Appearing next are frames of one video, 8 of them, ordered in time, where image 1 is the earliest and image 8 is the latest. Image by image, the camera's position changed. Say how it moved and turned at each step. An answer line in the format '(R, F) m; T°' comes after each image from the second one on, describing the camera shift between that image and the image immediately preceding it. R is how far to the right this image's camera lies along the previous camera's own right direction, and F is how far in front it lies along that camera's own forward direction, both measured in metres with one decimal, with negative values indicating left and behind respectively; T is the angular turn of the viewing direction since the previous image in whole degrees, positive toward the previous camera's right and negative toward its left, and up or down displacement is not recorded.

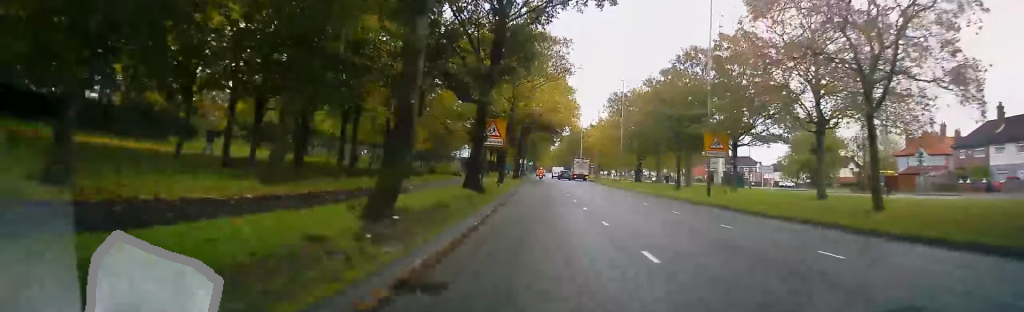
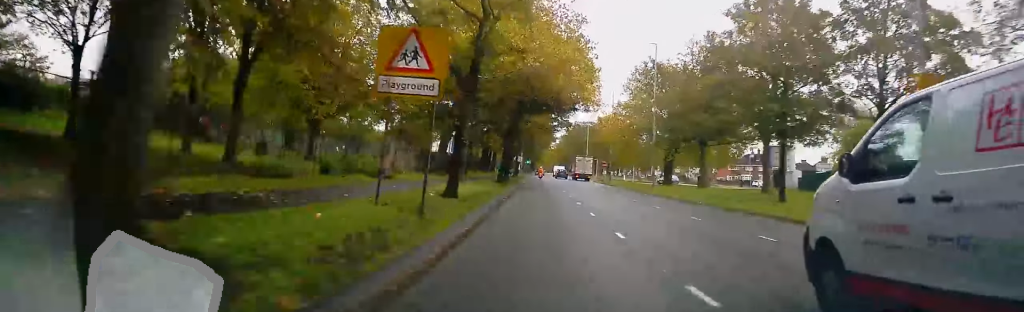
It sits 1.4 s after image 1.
(+0.3, +20.2) m; +1°
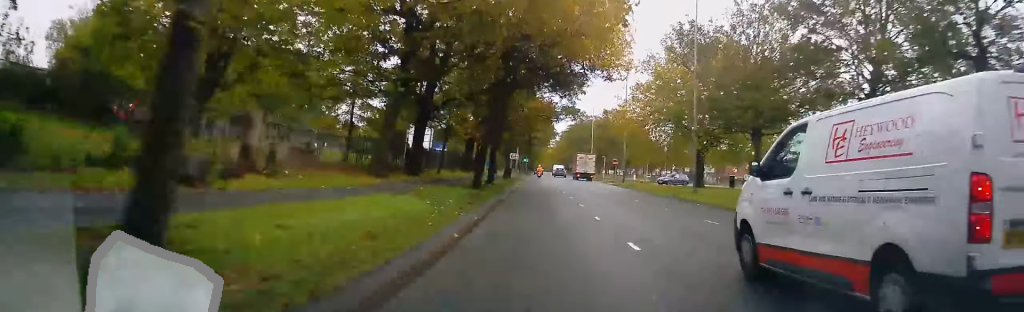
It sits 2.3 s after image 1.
(-0.3, +13.7) m; +1°
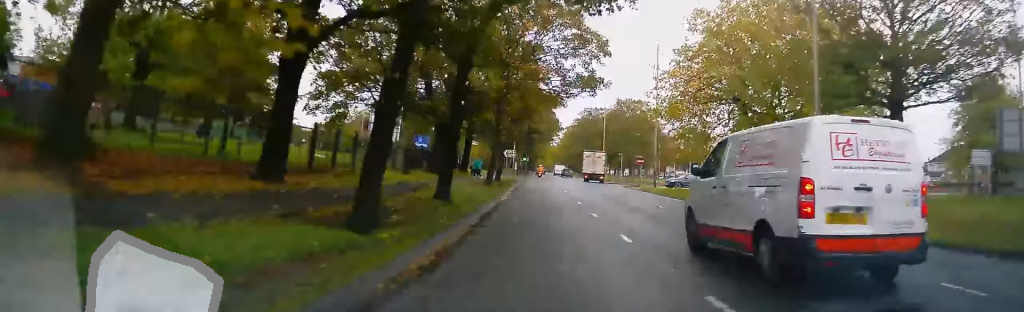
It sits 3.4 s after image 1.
(+0.5, +17.0) m; 0°
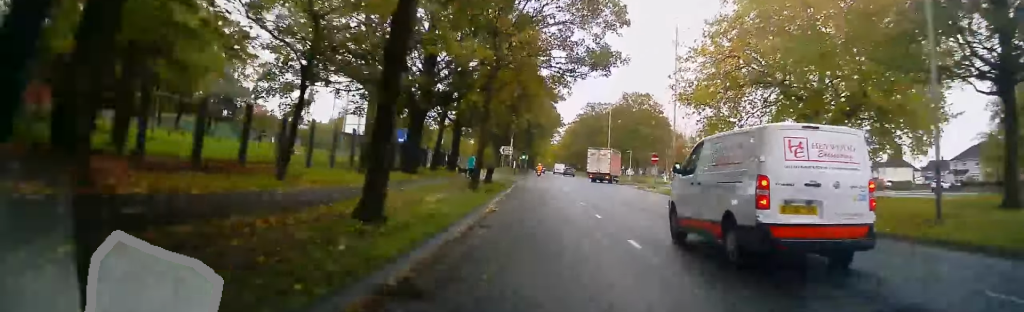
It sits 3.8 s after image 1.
(-0.2, +7.1) m; 0°
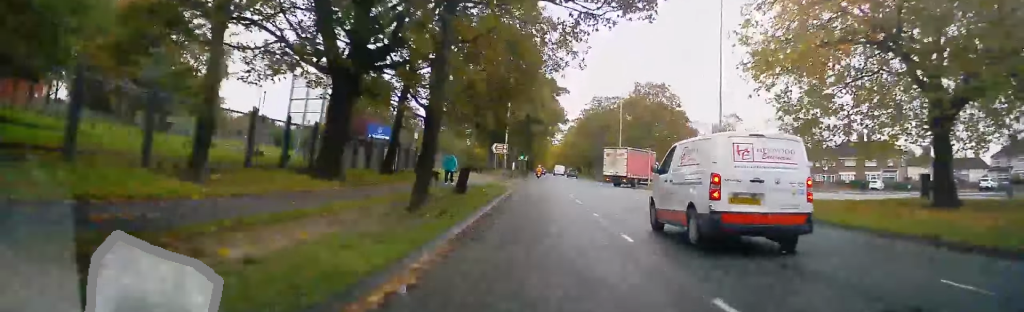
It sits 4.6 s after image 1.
(-0.4, +11.2) m; 0°
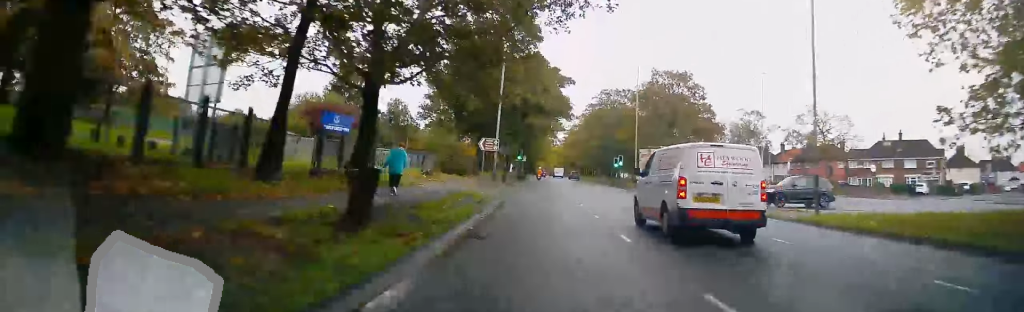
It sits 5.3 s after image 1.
(+0.3, +11.5) m; +1°
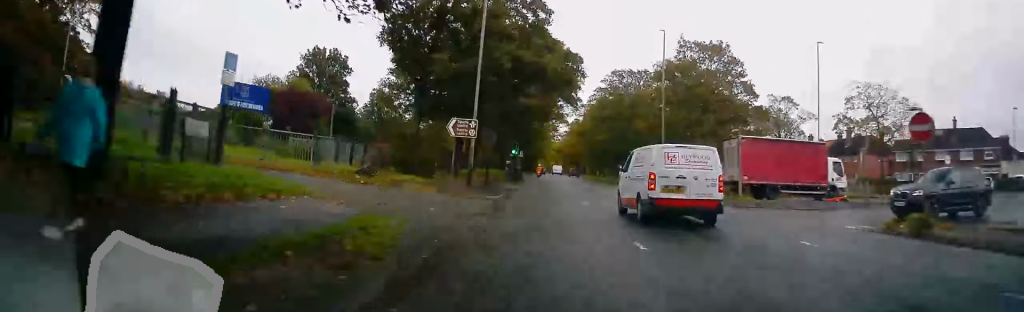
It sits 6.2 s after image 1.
(+0.1, +13.5) m; -1°
